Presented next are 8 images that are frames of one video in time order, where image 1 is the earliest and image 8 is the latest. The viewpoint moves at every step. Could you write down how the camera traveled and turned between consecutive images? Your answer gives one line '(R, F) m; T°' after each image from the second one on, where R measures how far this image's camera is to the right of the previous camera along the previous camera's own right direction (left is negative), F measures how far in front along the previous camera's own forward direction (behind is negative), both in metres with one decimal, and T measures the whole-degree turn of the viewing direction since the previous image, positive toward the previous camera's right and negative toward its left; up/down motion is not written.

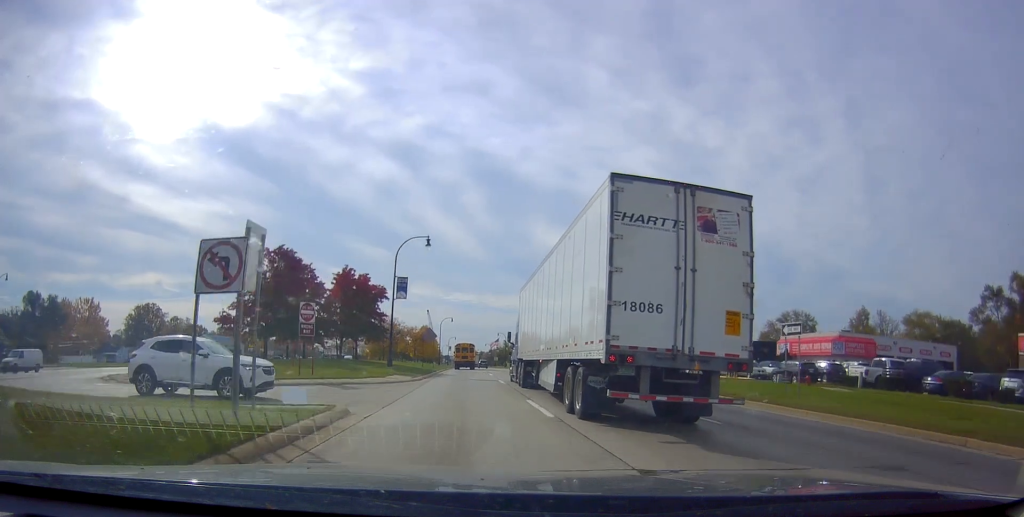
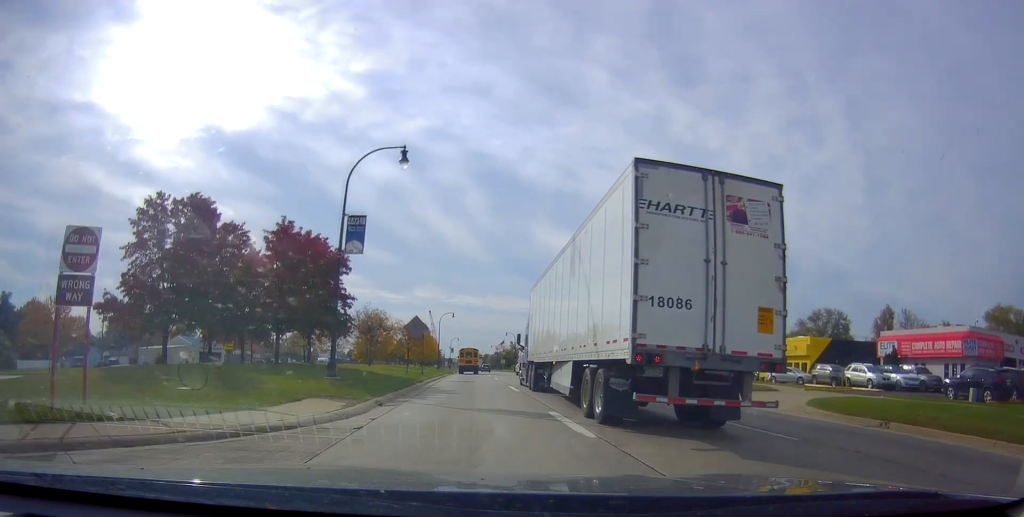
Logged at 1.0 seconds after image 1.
(+0.4, +18.6) m; 0°
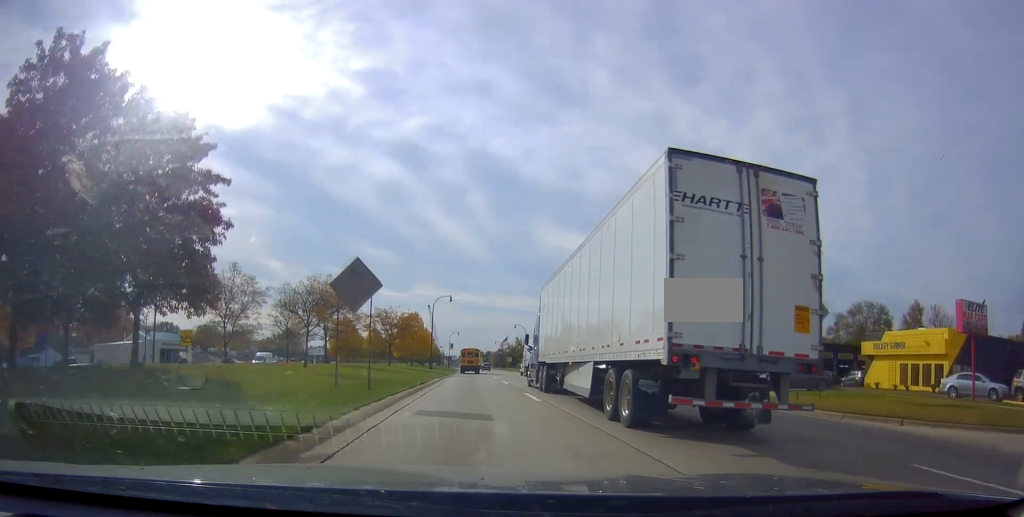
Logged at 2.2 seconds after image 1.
(-0.5, +22.1) m; -3°
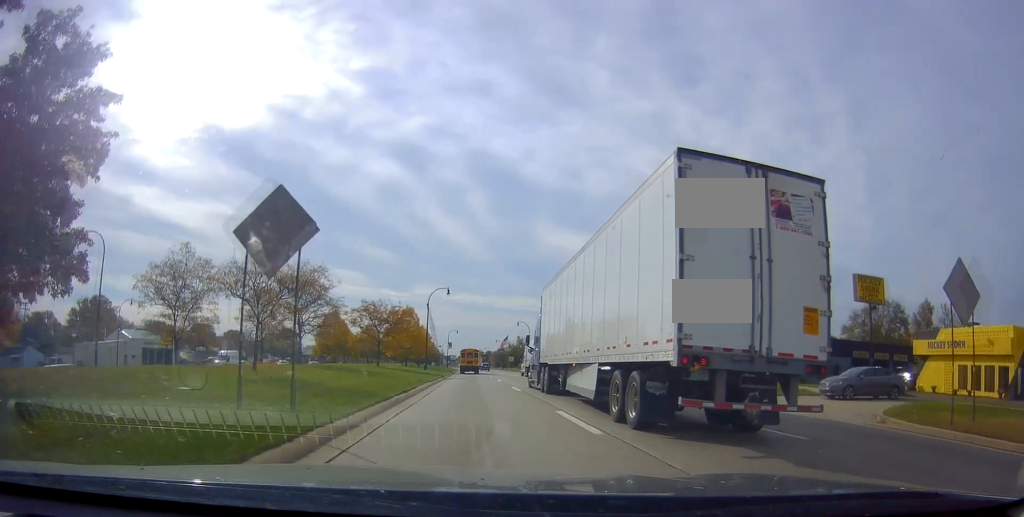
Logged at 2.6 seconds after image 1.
(-0.1, +7.9) m; 0°
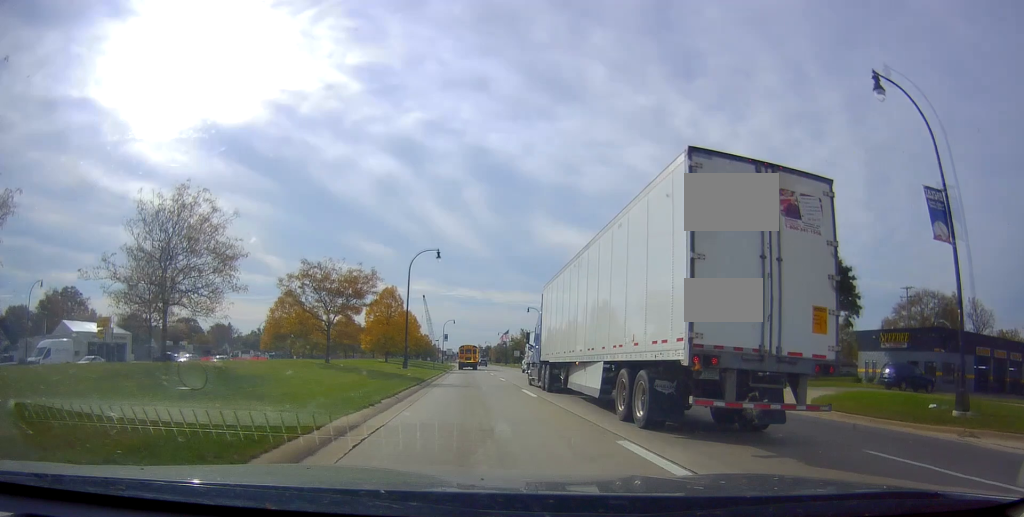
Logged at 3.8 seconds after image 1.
(+0.4, +20.8) m; +2°
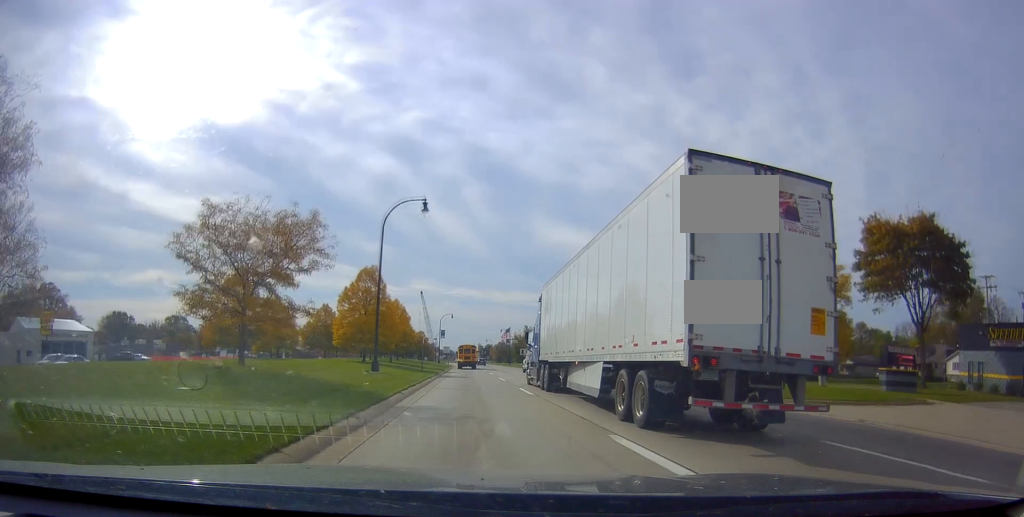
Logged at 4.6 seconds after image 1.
(+0.4, +14.7) m; 0°
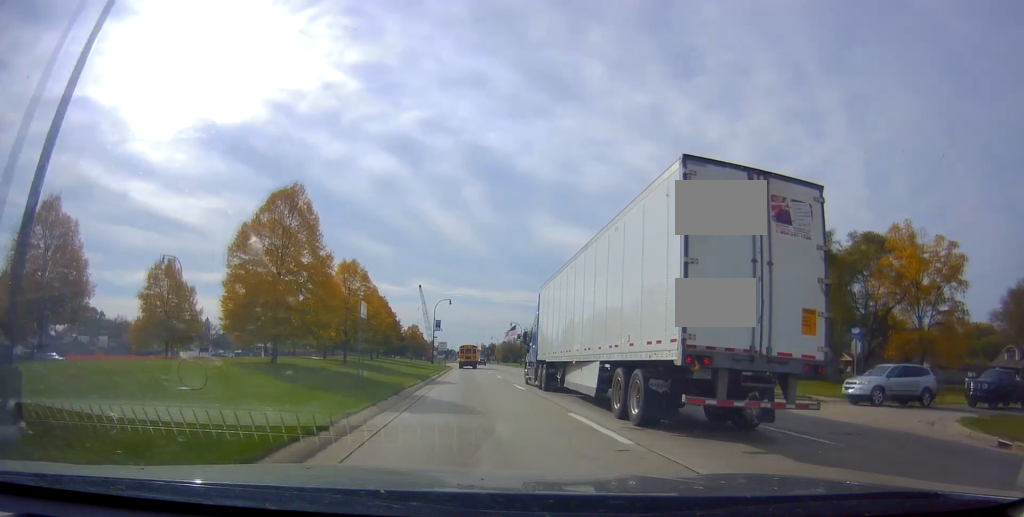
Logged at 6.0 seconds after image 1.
(-0.9, +26.3) m; -1°
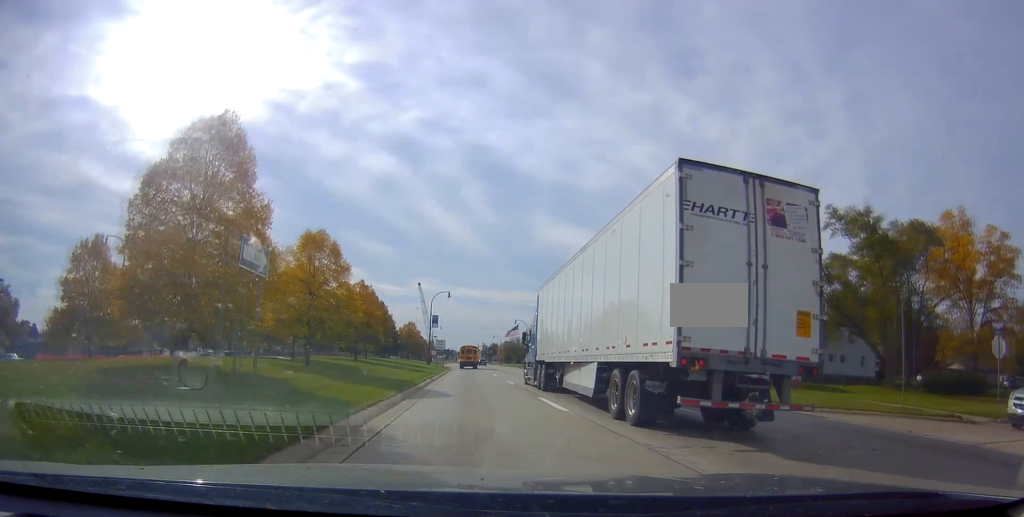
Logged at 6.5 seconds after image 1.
(-0.1, +9.8) m; +1°
